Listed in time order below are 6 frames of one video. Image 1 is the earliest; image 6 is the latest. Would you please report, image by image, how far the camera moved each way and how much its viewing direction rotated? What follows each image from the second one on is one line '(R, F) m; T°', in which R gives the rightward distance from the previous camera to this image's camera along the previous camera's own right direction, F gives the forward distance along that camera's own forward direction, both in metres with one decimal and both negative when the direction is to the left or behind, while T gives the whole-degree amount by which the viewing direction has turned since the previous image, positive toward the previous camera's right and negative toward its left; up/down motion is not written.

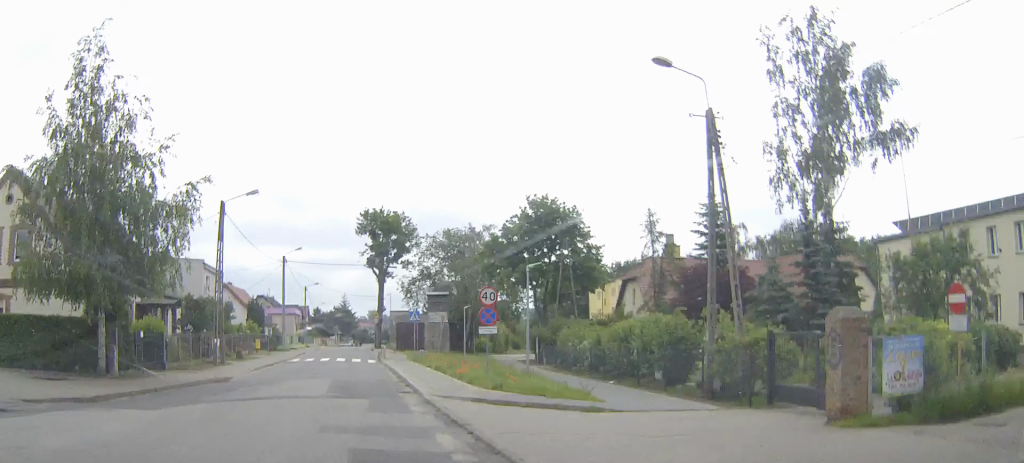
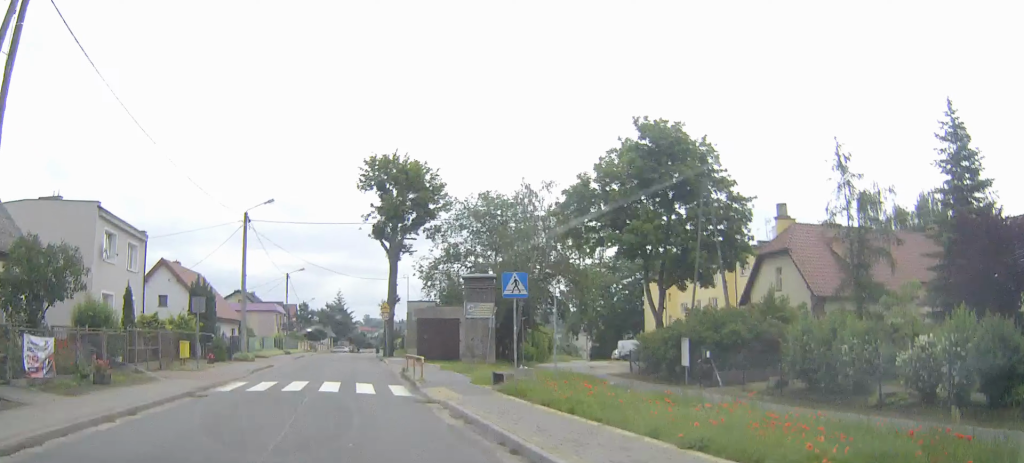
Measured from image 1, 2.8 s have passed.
(-0.8, +27.0) m; -2°
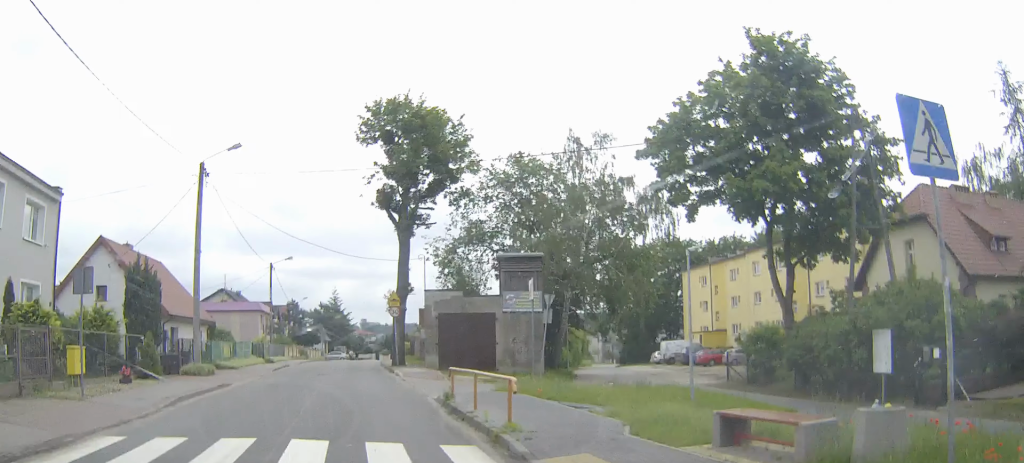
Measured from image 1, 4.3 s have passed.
(-0.1, +13.5) m; 0°
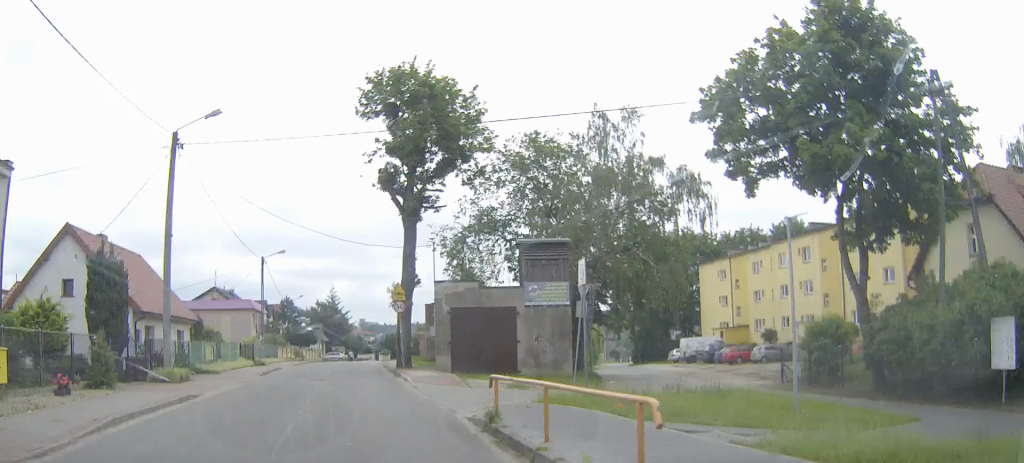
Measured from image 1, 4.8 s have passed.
(+0.1, +5.0) m; +1°
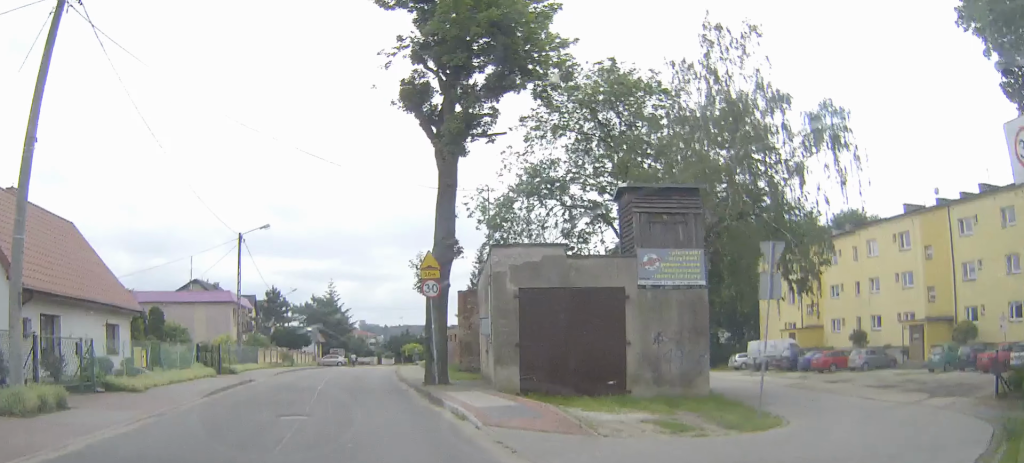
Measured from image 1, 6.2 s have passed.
(+0.1, +13.4) m; +1°
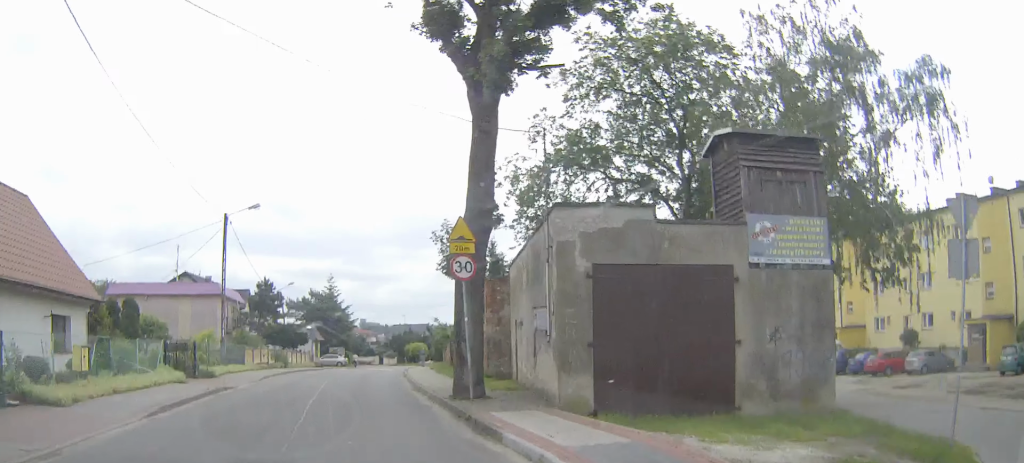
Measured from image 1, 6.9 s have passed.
(+0.1, +6.3) m; +1°
